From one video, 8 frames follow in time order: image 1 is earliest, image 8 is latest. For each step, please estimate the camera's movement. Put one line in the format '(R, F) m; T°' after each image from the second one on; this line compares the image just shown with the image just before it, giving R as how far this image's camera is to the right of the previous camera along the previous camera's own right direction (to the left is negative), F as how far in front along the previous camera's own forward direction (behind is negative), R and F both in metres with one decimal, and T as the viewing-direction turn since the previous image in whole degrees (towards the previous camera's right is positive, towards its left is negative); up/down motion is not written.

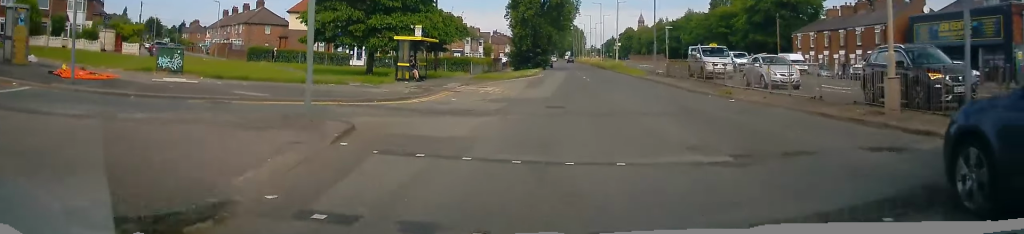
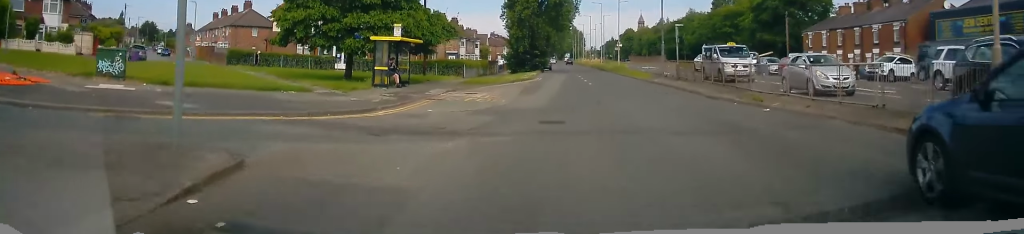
(+0.1, +3.5) m; +1°
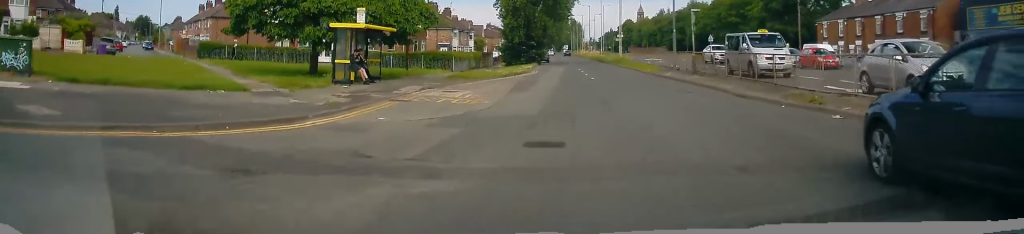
(+0.2, +4.5) m; +1°
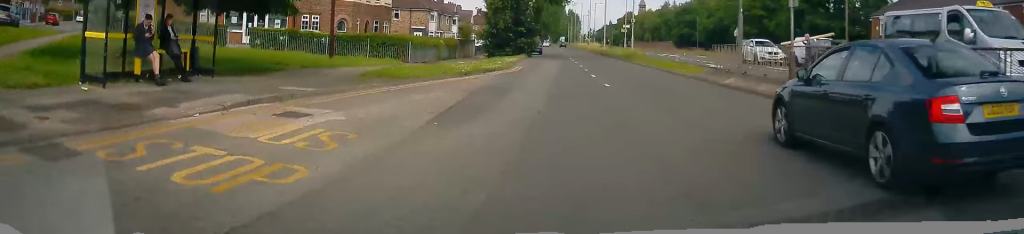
(-0.4, +12.8) m; -3°
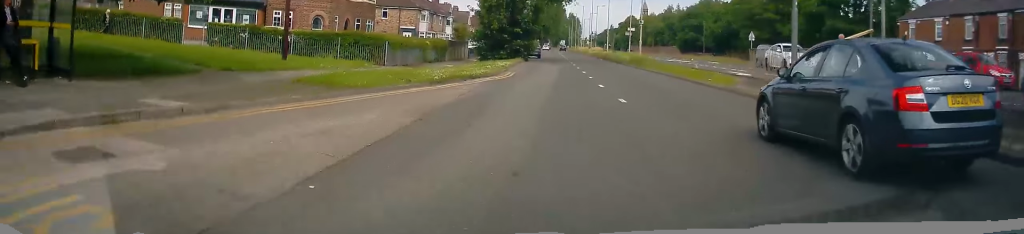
(-0.1, +4.8) m; 0°
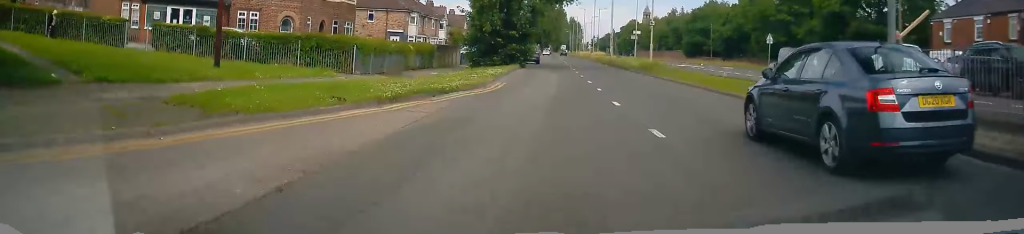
(0.0, +5.0) m; 0°
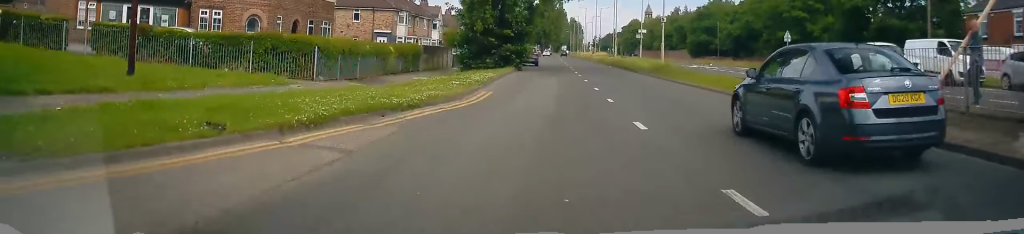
(+0.2, +4.4) m; -1°
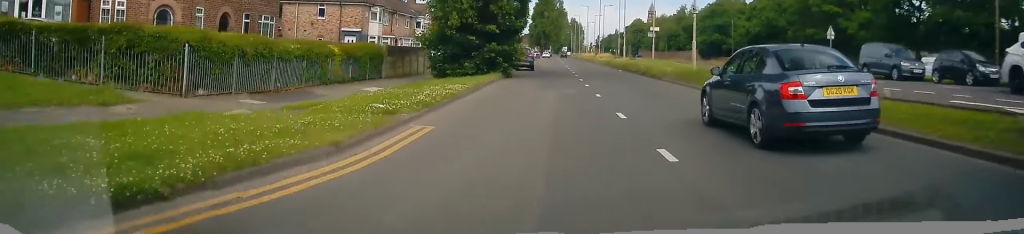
(-0.2, +8.5) m; 0°
